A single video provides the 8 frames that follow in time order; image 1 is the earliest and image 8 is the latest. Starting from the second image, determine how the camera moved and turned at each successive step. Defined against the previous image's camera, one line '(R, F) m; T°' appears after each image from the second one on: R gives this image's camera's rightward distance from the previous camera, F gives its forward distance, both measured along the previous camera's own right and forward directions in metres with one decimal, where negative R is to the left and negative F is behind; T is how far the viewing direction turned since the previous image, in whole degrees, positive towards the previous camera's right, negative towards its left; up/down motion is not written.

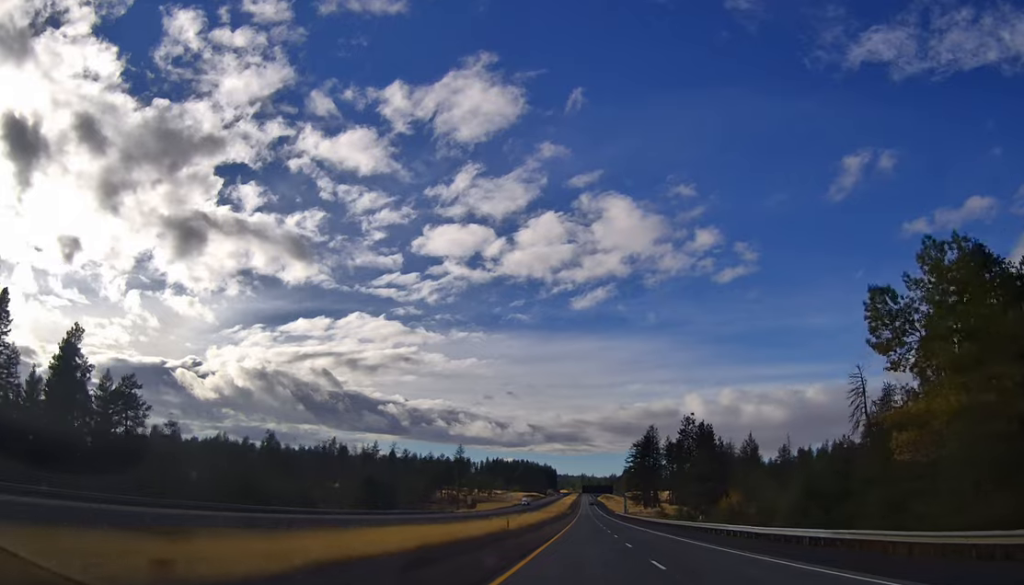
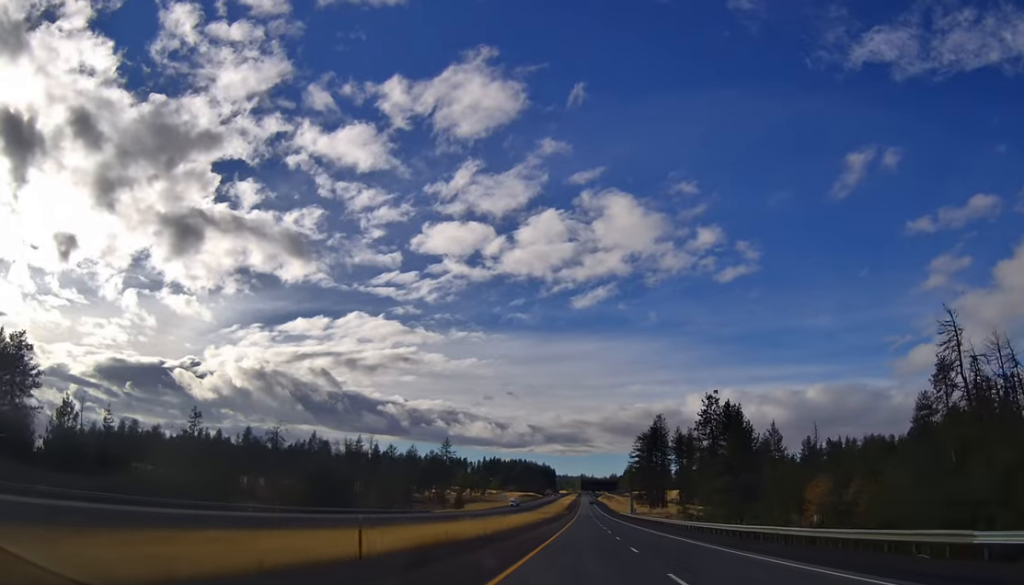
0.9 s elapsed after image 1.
(+0.3, +29.0) m; 0°
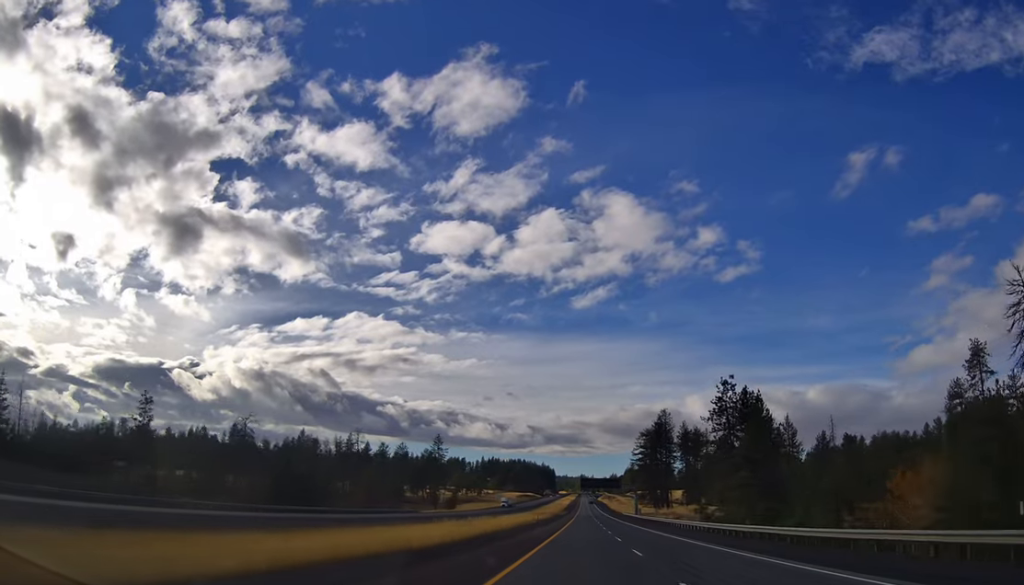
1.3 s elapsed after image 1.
(+0.4, +14.5) m; 0°
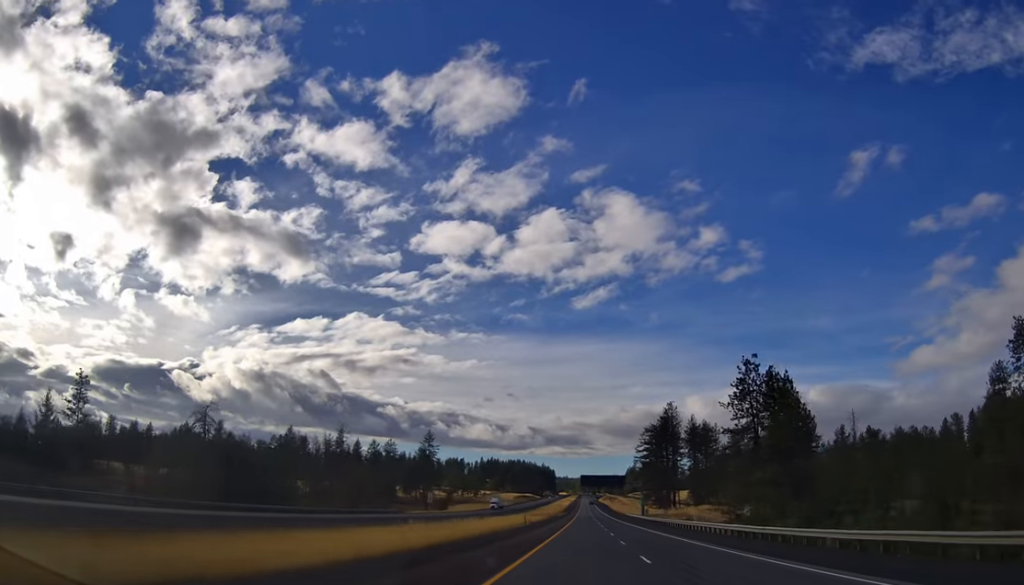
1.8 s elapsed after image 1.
(-0.5, +15.6) m; 0°
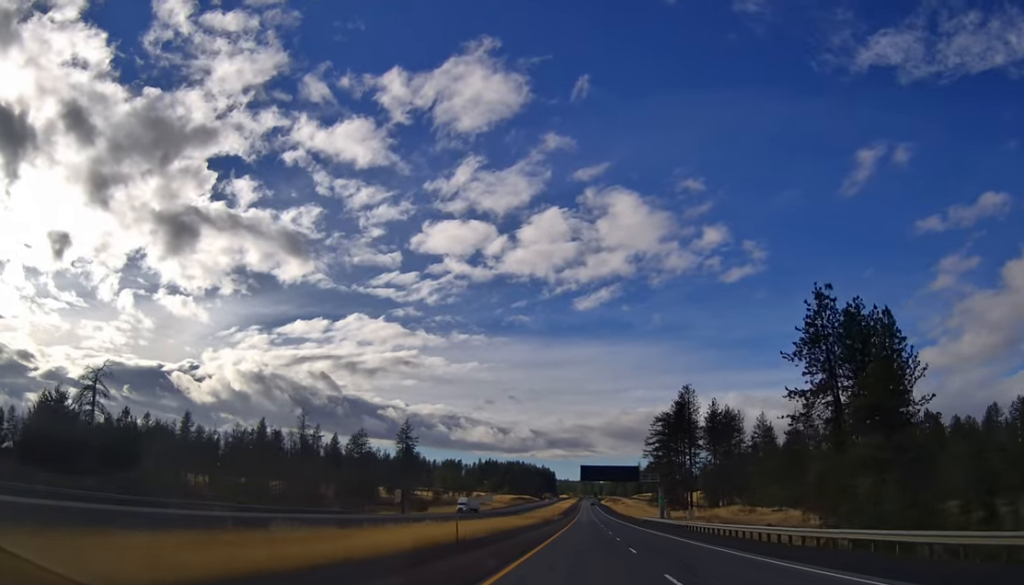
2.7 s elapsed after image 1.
(-0.1, +31.3) m; 0°
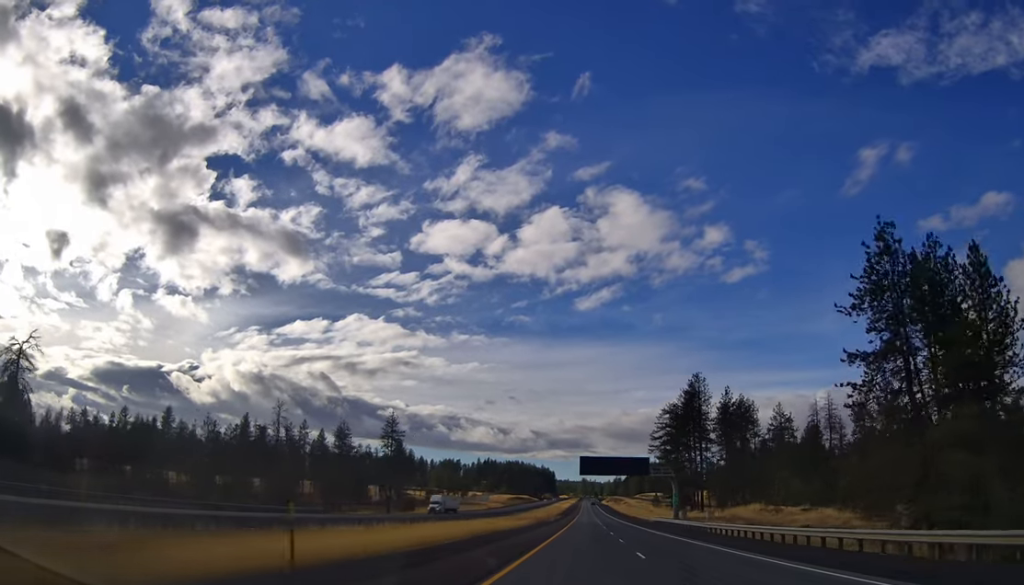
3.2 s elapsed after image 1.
(+0.4, +15.7) m; 0°
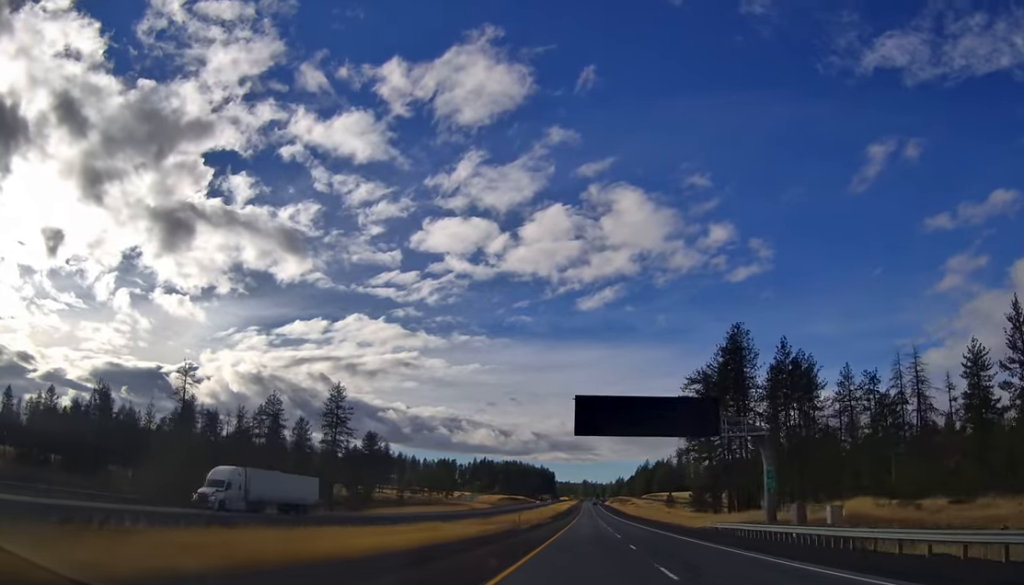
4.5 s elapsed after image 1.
(-0.6, +43.9) m; -1°
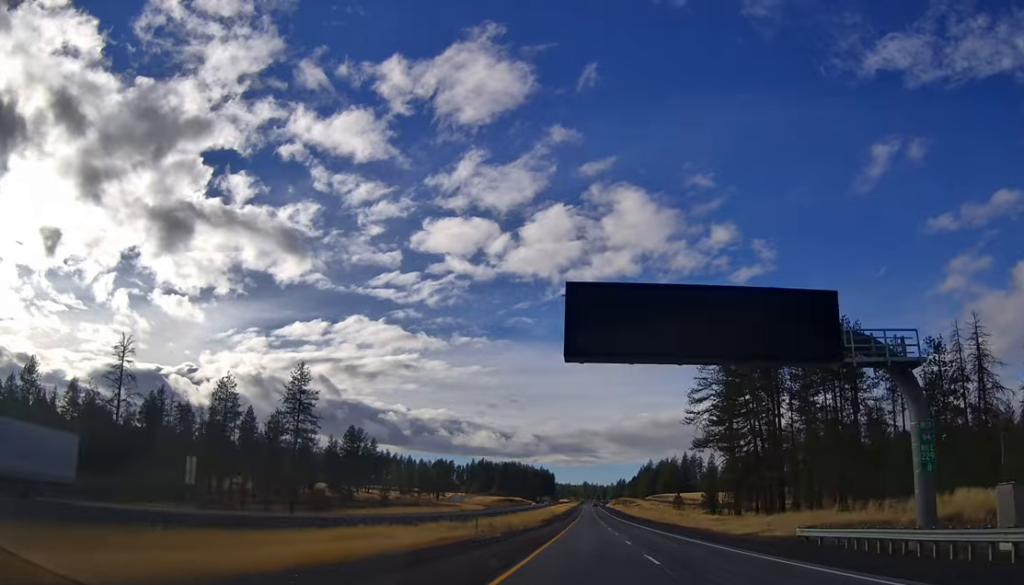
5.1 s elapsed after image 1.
(+0.1, +20.2) m; 0°
